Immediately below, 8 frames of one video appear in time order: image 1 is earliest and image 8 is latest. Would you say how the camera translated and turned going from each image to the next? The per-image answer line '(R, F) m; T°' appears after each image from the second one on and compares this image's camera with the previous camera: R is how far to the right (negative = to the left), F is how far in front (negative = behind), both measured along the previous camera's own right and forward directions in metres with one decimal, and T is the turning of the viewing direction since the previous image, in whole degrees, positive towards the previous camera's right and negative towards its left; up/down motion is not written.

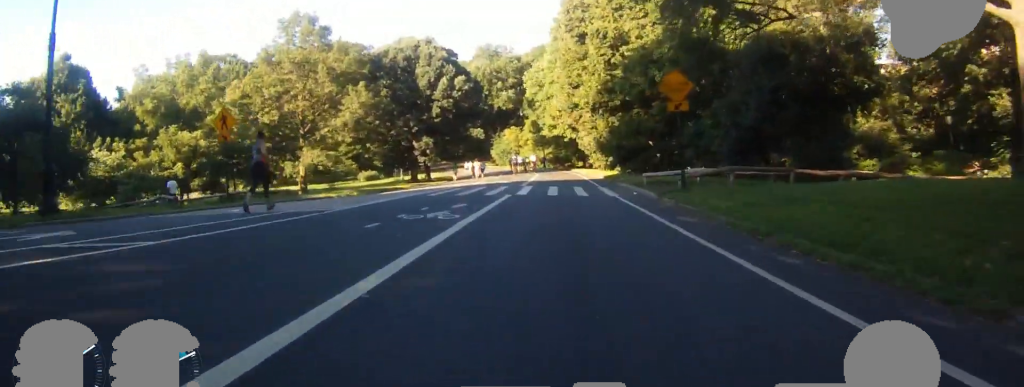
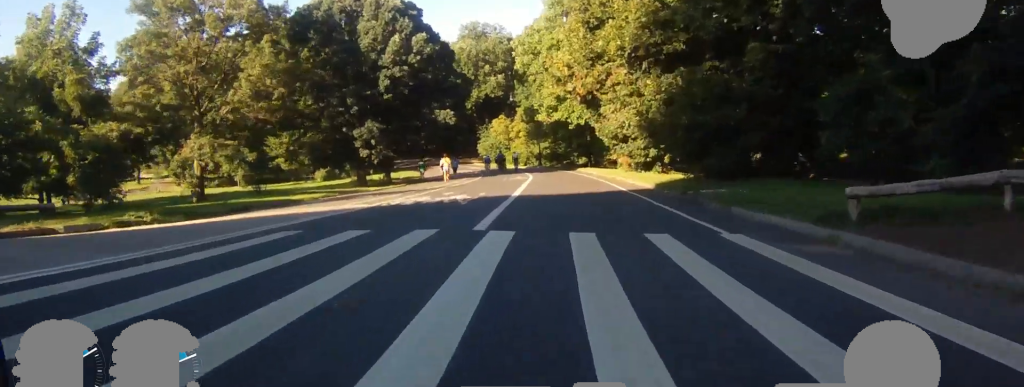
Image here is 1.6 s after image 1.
(0.0, +17.0) m; -1°
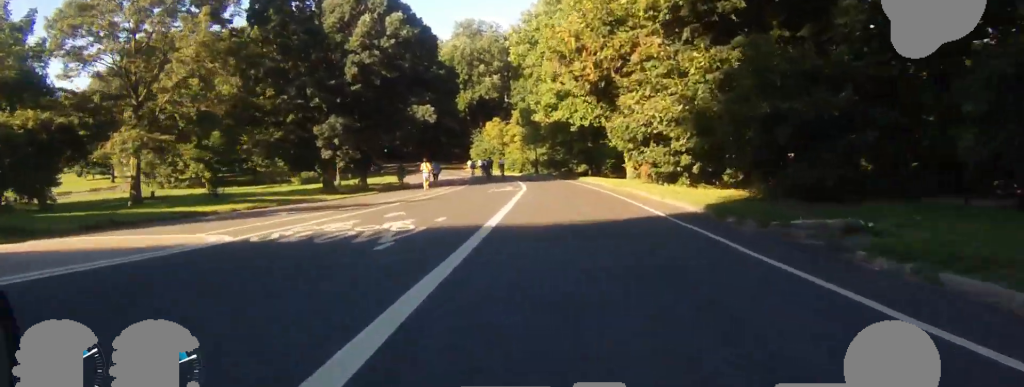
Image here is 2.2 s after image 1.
(+0.1, +6.3) m; -2°
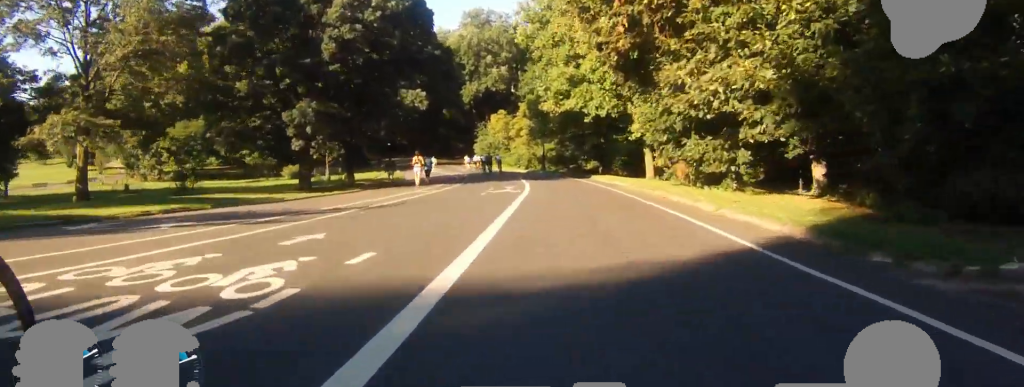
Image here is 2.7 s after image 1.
(-0.2, +4.9) m; -1°
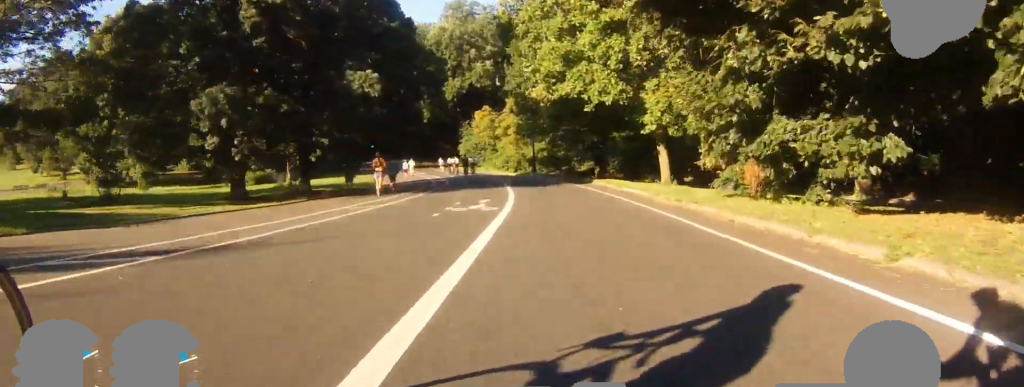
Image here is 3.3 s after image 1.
(-0.2, +6.6) m; -1°
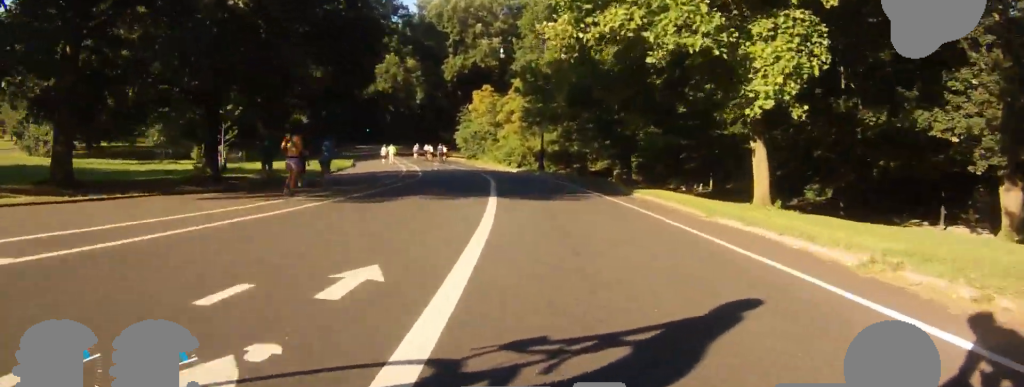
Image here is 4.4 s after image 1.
(0.0, +11.2) m; 0°
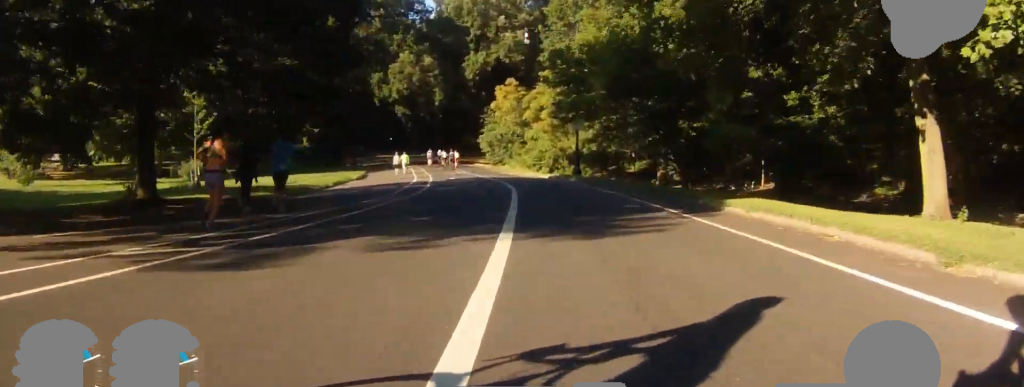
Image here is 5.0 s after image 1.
(0.0, +6.3) m; 0°
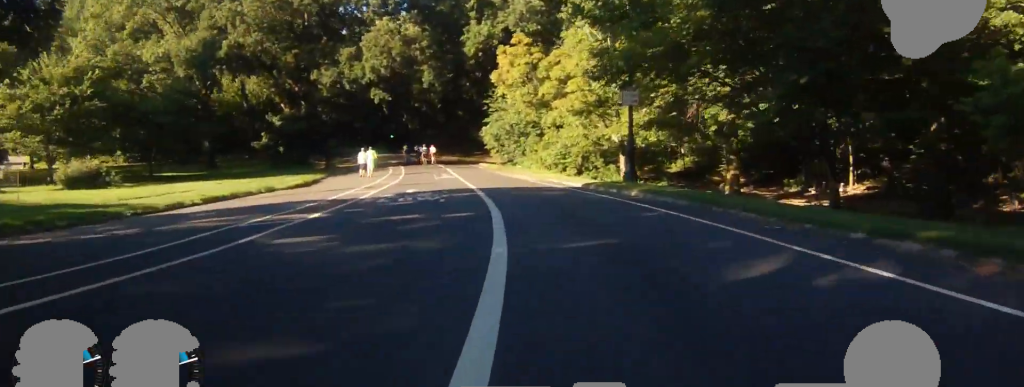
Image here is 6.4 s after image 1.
(0.0, +14.4) m; 0°
